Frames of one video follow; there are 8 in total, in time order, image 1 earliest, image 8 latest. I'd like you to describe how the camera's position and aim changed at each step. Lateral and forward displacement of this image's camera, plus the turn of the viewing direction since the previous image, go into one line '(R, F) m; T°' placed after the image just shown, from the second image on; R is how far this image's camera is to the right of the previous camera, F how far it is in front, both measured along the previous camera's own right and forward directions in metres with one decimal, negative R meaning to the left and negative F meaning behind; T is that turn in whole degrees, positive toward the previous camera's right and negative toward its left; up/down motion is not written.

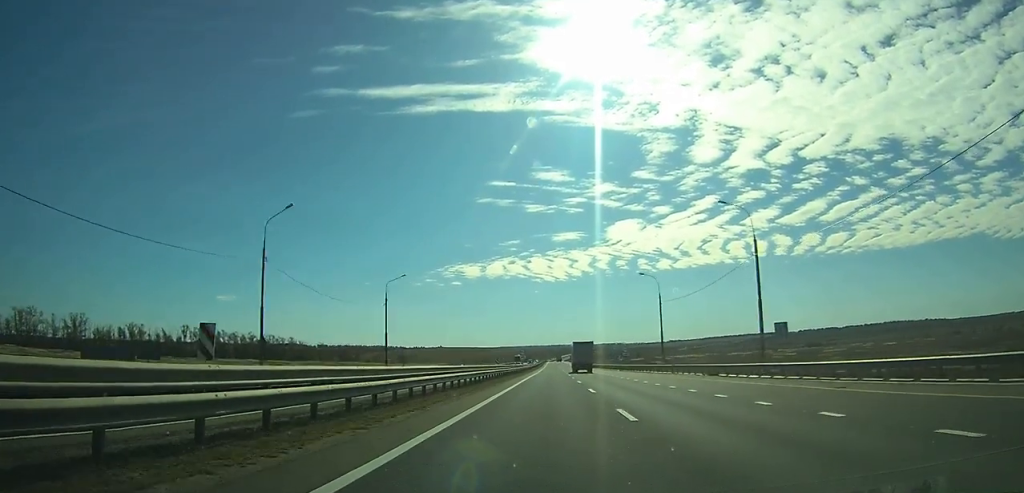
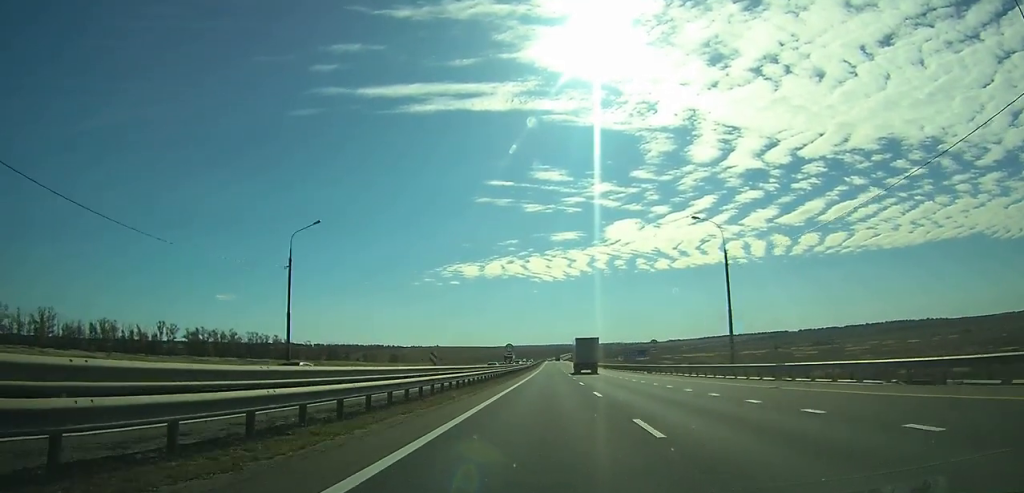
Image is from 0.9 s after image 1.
(0.0, +26.5) m; 0°
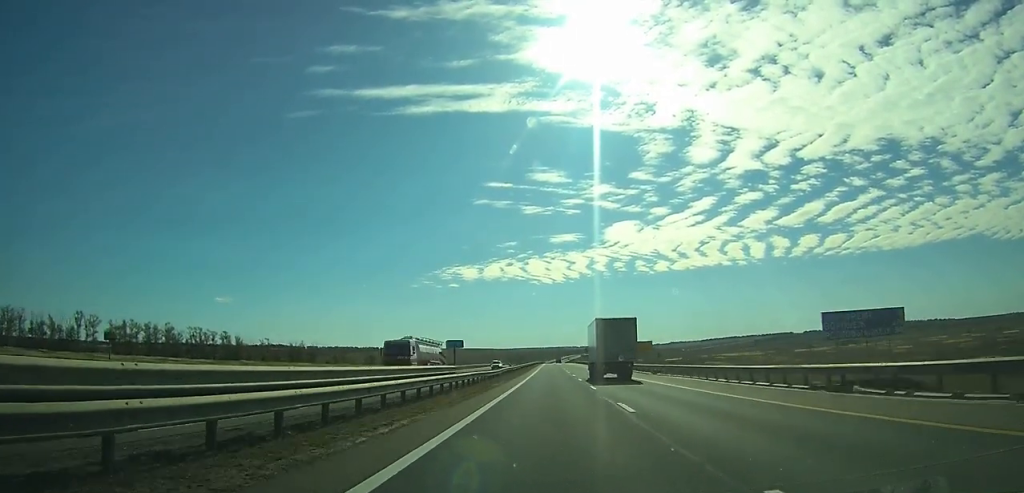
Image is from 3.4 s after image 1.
(0.0, +78.5) m; 0°
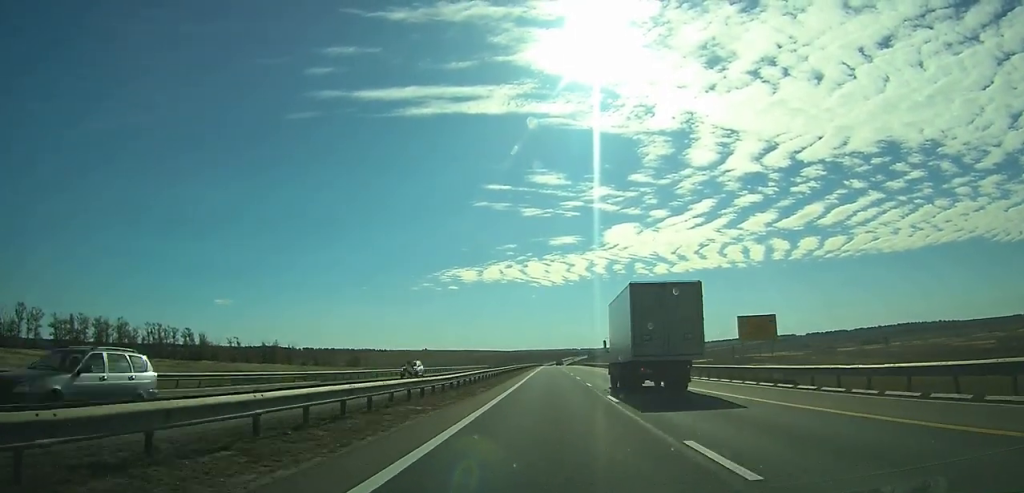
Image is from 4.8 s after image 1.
(0.0, +43.8) m; 0°
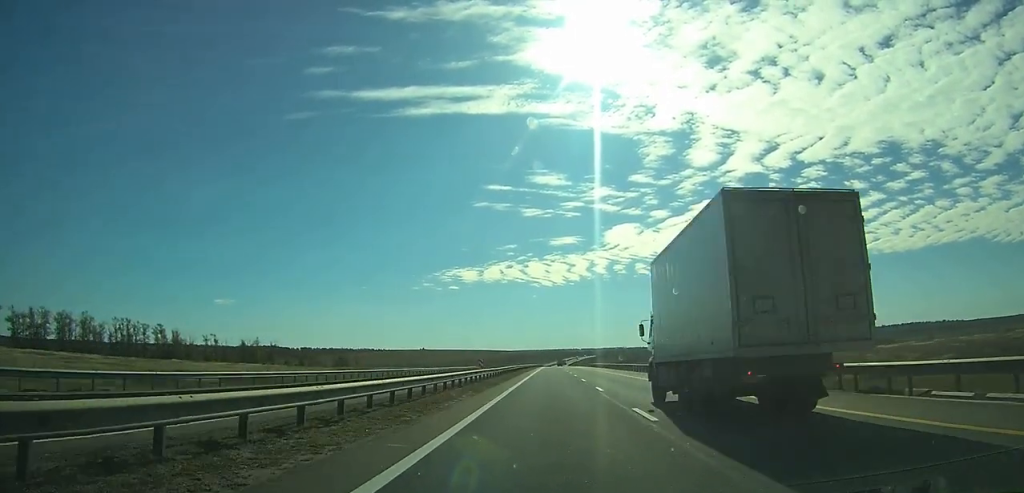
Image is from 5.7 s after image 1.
(0.0, +29.4) m; 0°
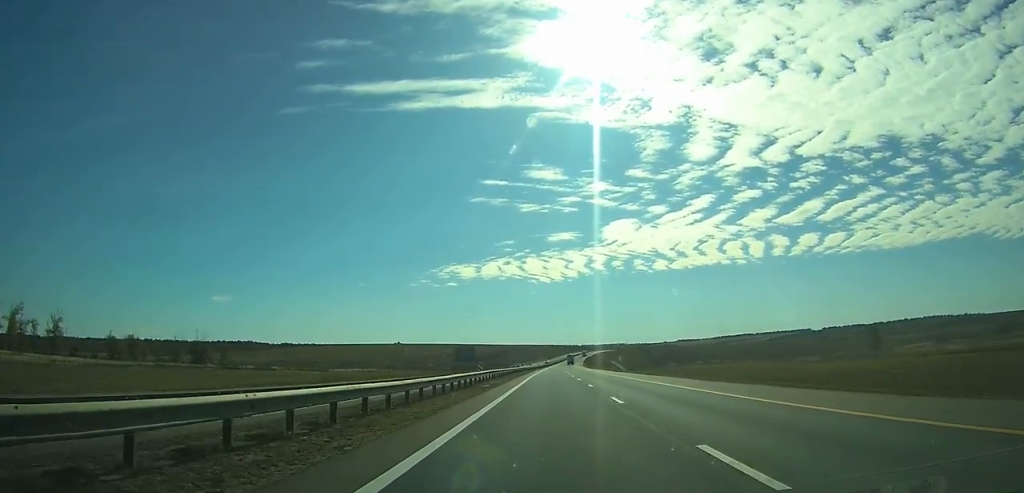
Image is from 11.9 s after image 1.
(-0.1, +196.6) m; 0°
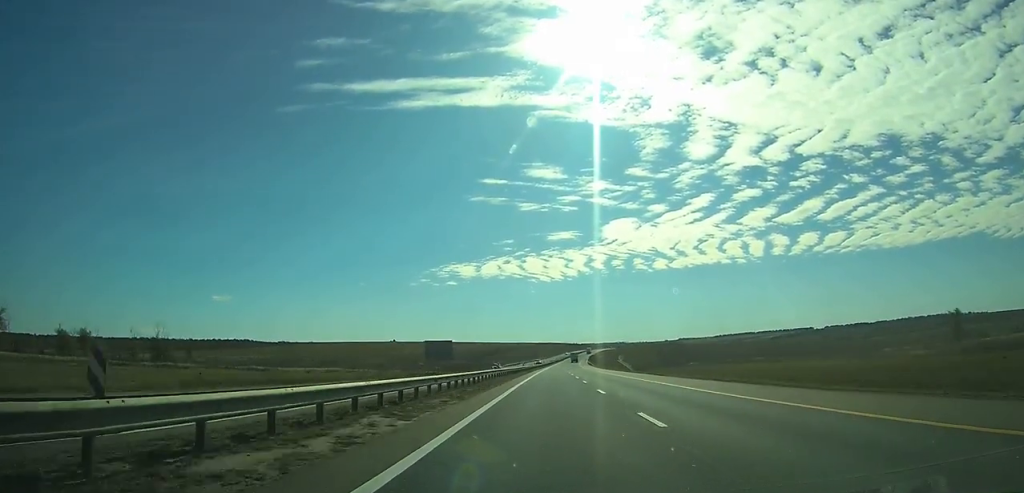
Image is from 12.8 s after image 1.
(0.0, +30.3) m; 0°
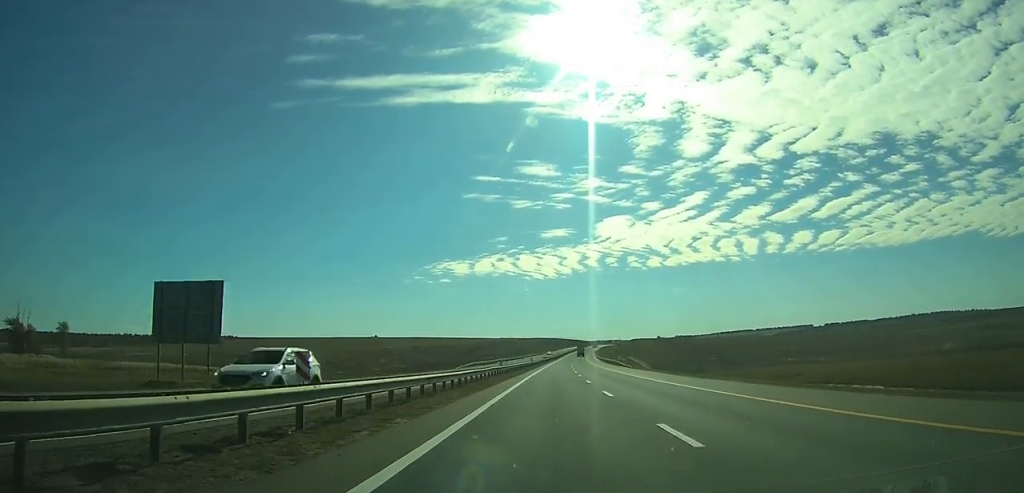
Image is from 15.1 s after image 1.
(0.0, +73.9) m; 0°
